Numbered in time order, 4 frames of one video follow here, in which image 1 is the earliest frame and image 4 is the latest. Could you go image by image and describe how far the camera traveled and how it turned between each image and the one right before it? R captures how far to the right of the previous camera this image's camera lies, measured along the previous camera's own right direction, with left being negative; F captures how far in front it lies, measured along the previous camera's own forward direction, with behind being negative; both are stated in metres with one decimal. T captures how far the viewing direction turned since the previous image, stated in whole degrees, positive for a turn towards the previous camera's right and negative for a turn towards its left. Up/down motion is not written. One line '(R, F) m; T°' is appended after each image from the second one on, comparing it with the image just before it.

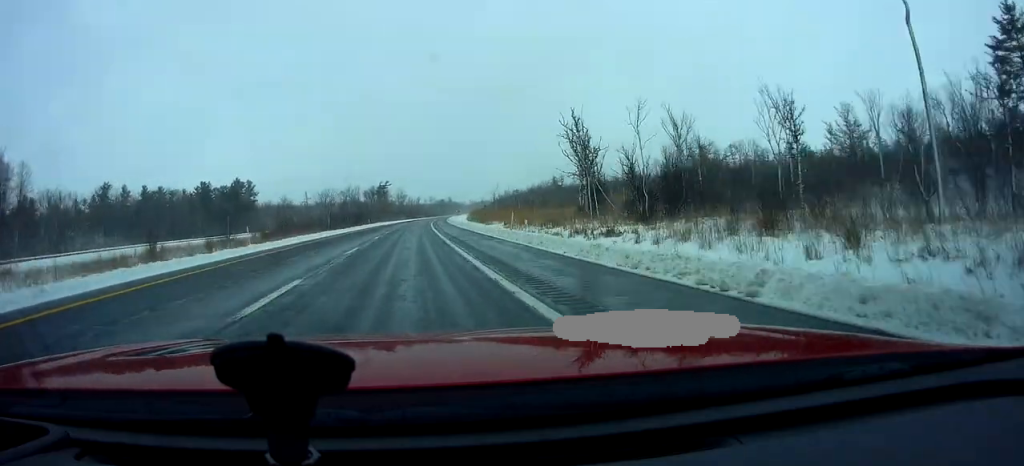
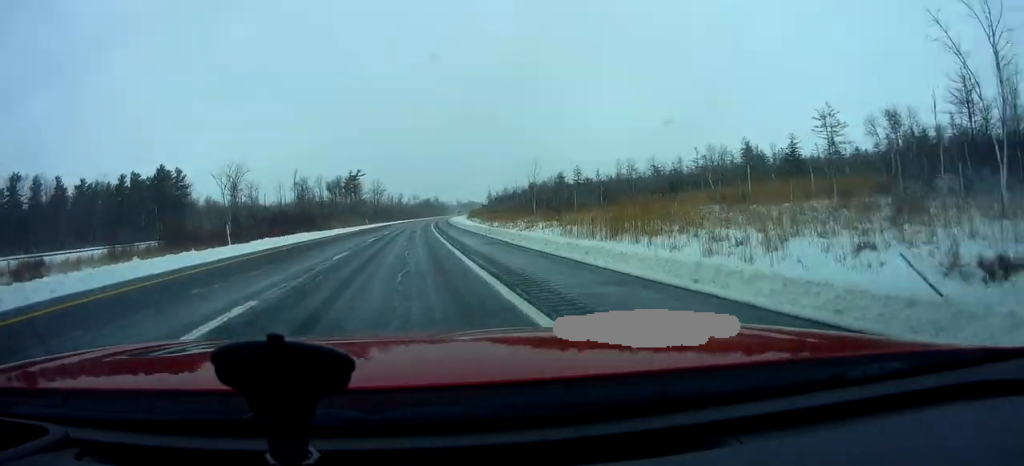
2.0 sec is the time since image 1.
(+1.2, +63.4) m; +1°
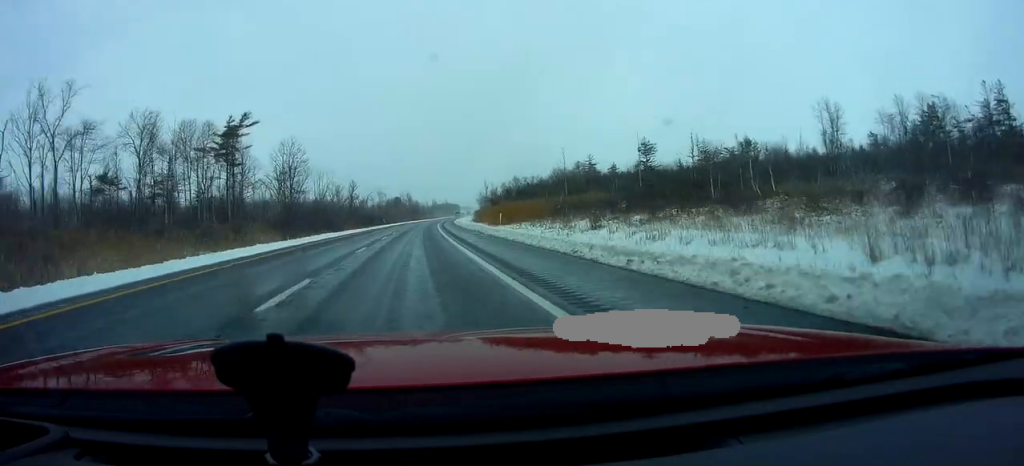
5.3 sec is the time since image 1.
(+3.0, +107.5) m; +3°
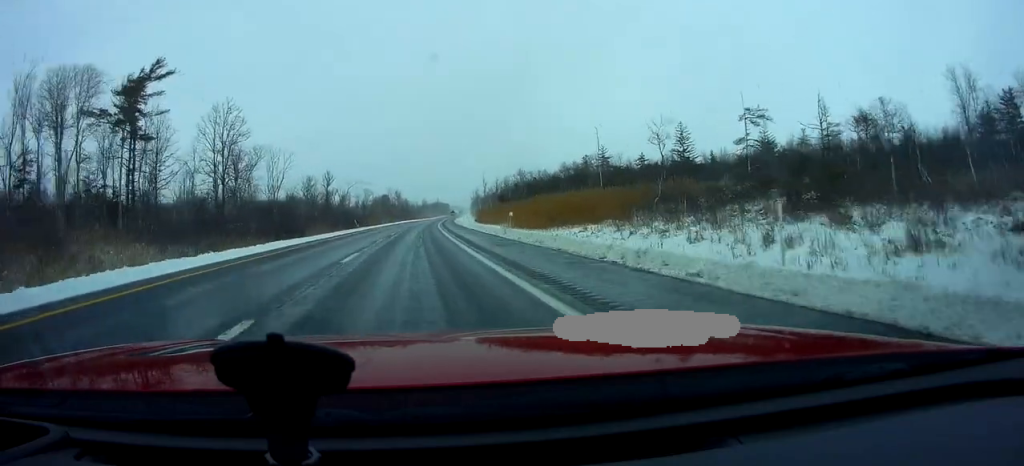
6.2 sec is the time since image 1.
(+0.2, +29.1) m; +1°
